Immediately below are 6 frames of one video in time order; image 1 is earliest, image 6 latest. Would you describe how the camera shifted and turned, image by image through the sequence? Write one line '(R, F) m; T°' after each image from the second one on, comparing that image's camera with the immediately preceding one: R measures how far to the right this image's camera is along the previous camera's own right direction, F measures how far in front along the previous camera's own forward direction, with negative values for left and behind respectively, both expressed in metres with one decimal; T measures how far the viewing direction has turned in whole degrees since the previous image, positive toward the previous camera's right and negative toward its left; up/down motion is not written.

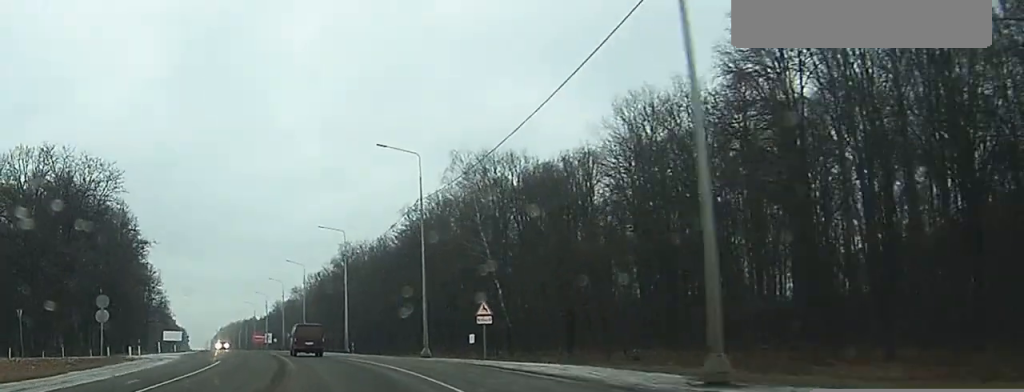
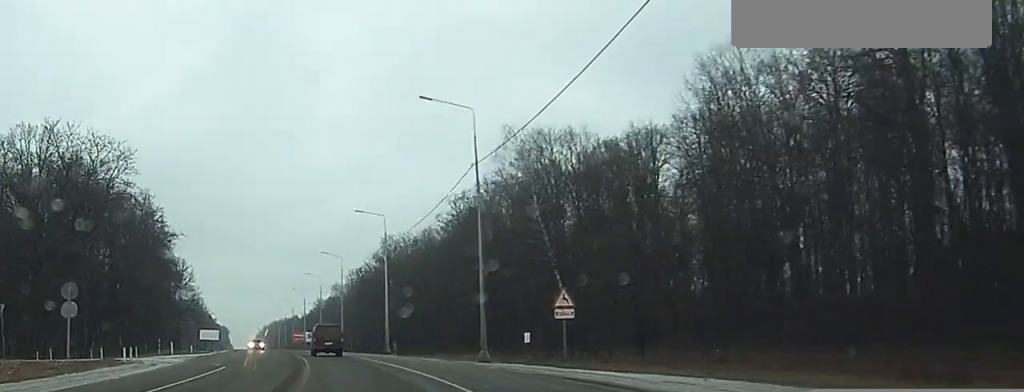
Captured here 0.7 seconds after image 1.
(-0.1, +10.5) m; -1°
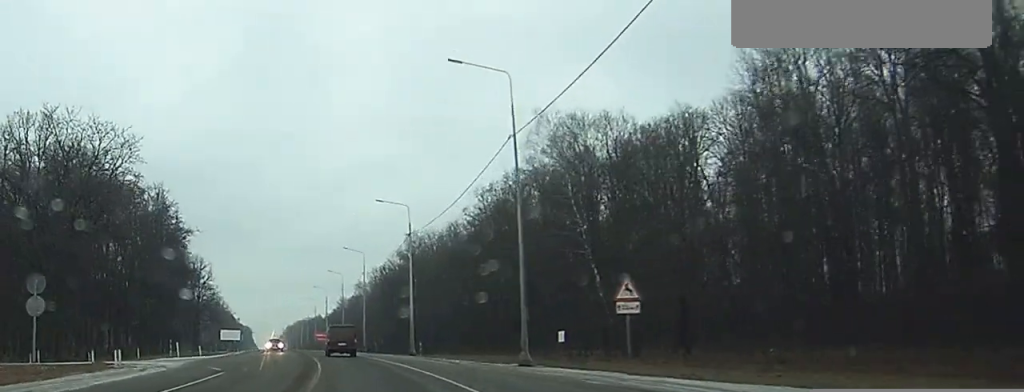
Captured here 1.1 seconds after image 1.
(0.0, +5.9) m; -1°
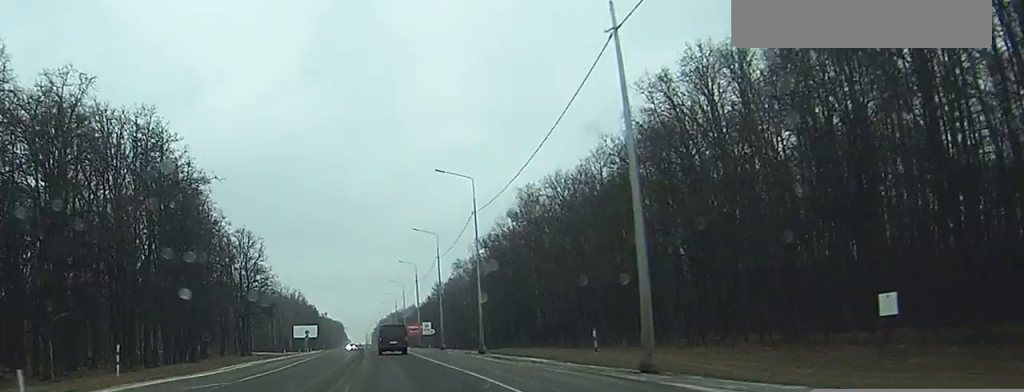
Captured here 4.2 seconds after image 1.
(-3.7, +47.6) m; -8°
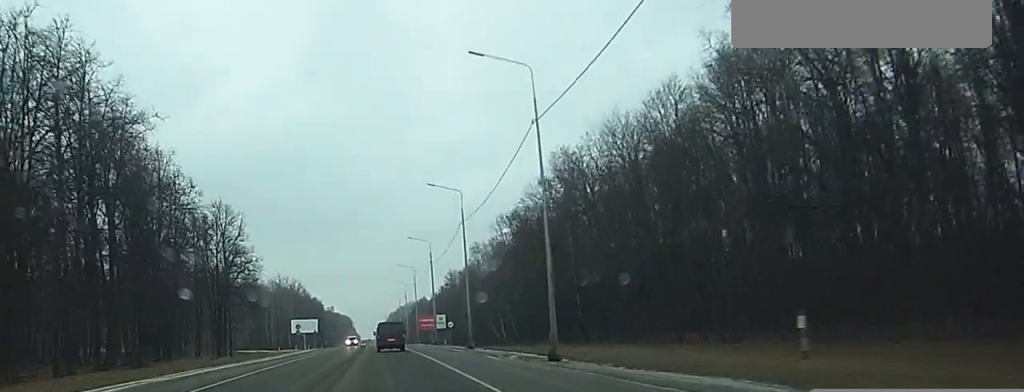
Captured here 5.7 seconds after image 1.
(-0.4, +25.2) m; -1°
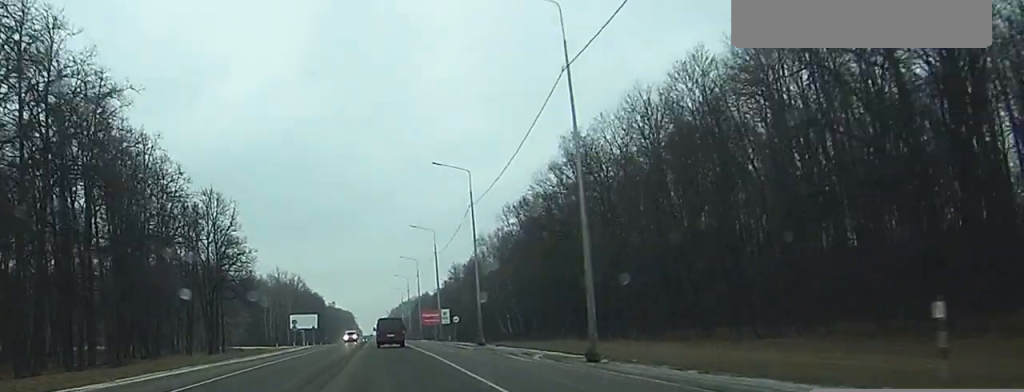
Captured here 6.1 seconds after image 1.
(0.0, +6.6) m; 0°
